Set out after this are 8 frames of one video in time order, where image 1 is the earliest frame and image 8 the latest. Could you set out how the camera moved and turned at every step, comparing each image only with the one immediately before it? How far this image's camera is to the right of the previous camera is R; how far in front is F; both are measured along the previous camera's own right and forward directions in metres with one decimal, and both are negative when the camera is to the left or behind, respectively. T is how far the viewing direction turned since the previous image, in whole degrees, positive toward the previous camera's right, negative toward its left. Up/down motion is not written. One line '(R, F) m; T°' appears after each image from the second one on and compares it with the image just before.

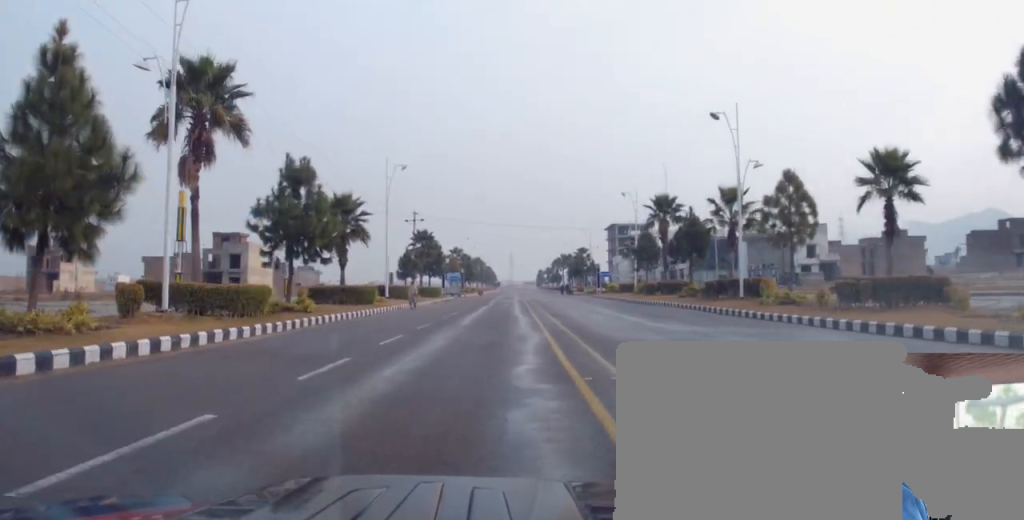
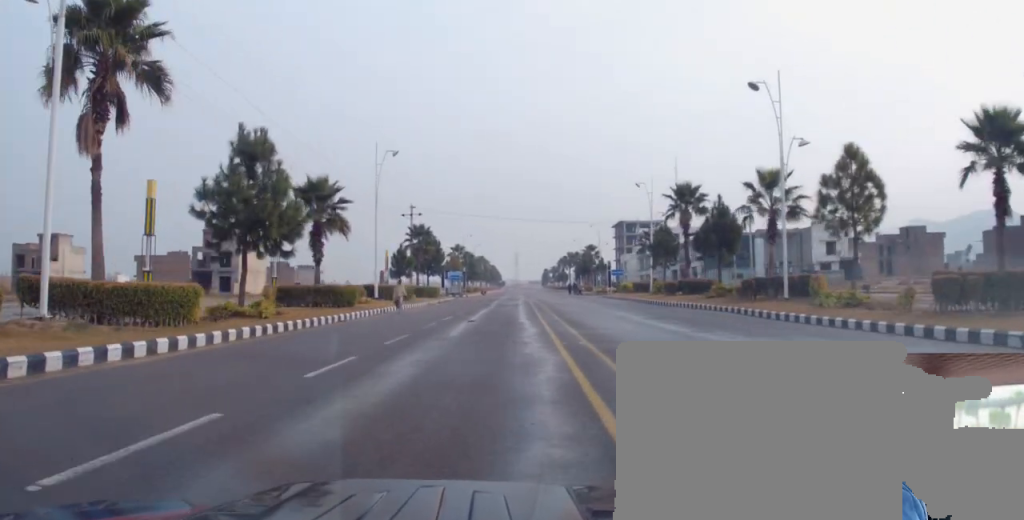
(-0.1, +5.8) m; -1°
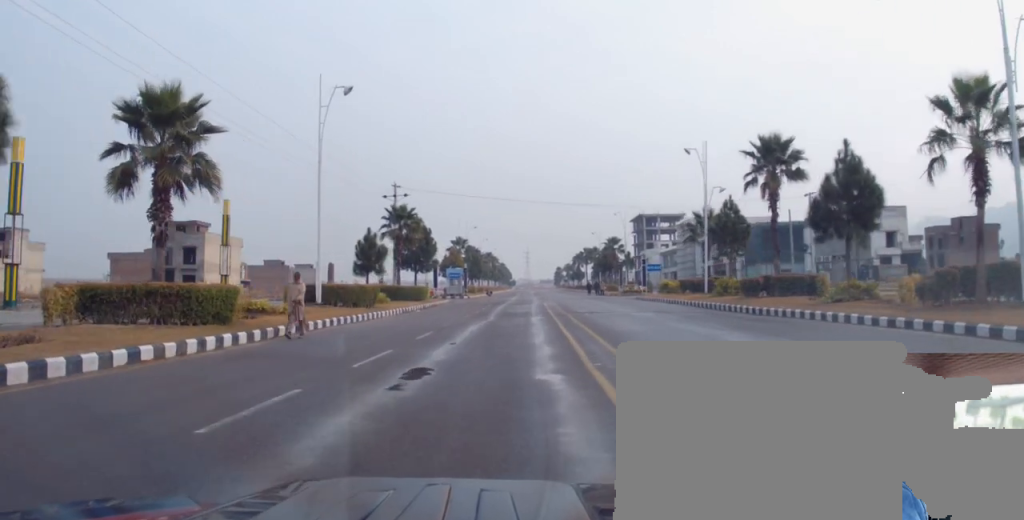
(-0.2, +16.1) m; -1°
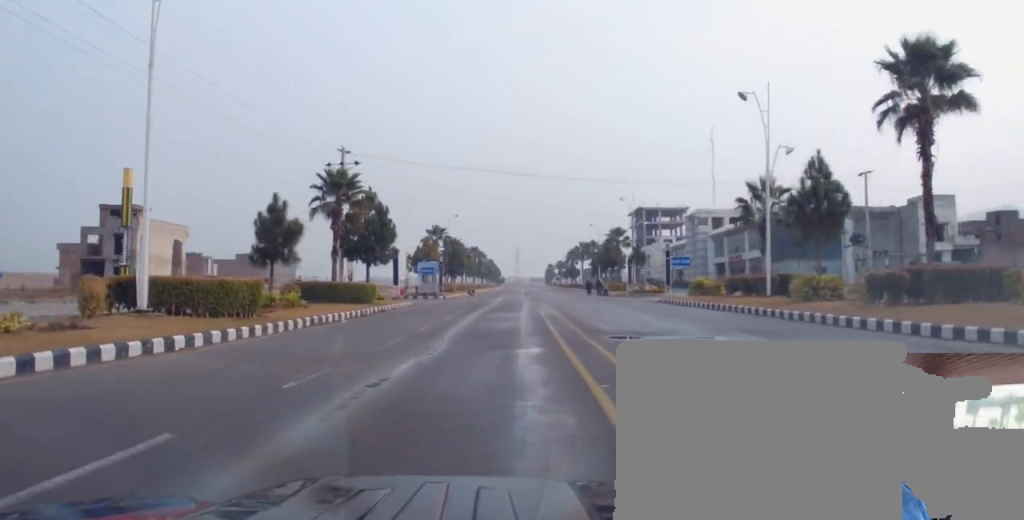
(+0.1, +14.5) m; +4°
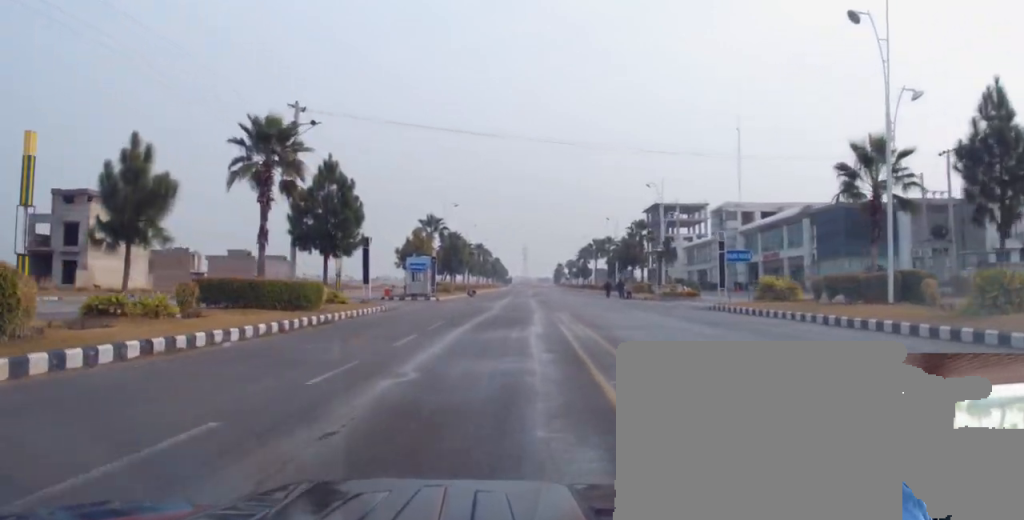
(+0.5, +11.4) m; -1°
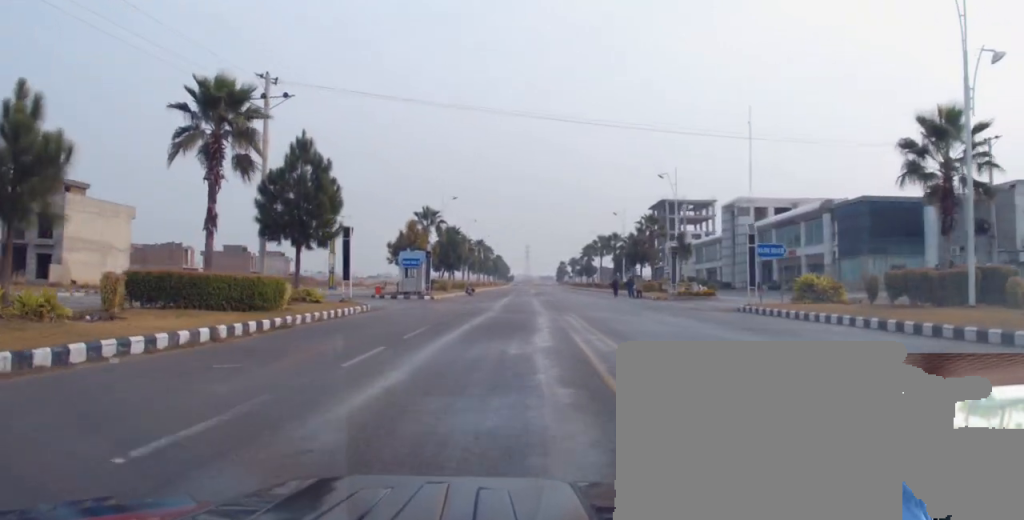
(-0.3, +4.6) m; -1°
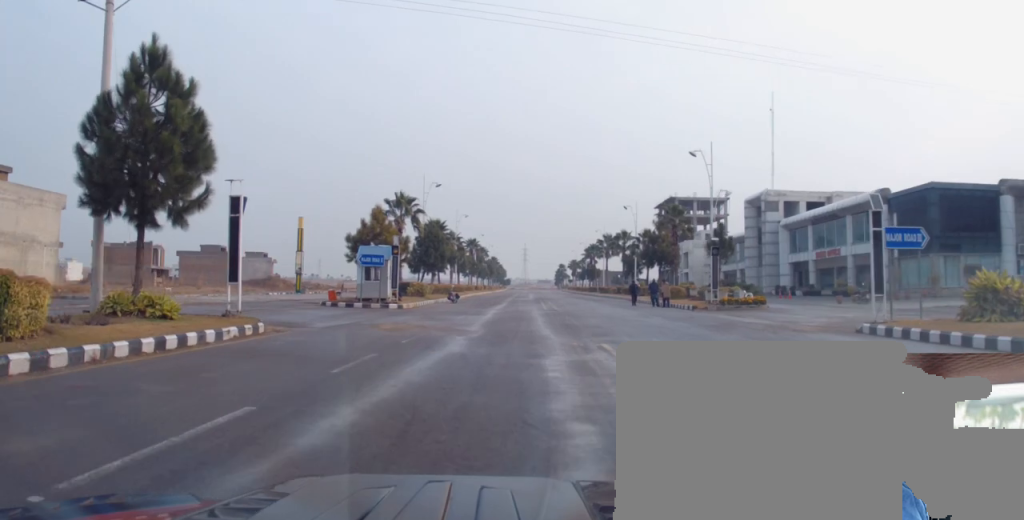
(-0.3, +12.5) m; -1°
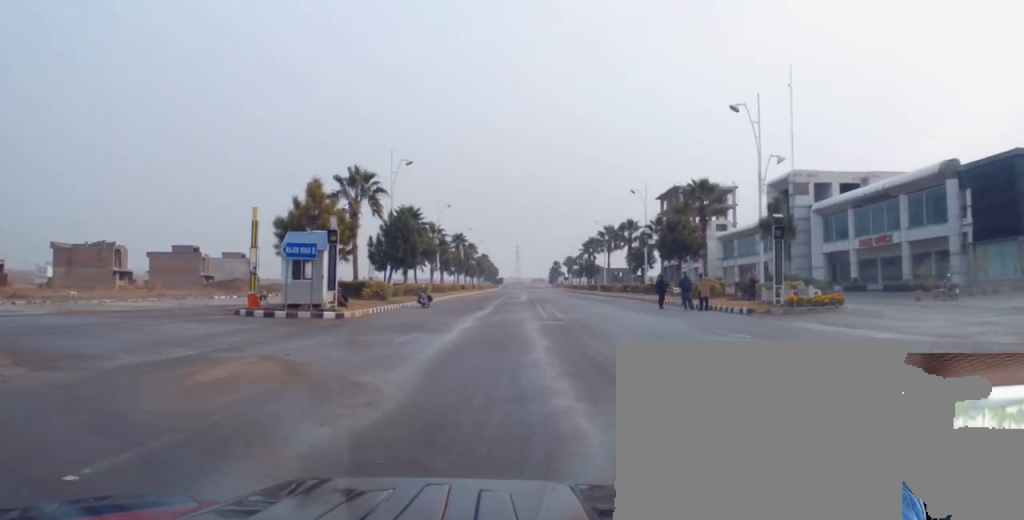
(+0.1, +12.0) m; +2°
